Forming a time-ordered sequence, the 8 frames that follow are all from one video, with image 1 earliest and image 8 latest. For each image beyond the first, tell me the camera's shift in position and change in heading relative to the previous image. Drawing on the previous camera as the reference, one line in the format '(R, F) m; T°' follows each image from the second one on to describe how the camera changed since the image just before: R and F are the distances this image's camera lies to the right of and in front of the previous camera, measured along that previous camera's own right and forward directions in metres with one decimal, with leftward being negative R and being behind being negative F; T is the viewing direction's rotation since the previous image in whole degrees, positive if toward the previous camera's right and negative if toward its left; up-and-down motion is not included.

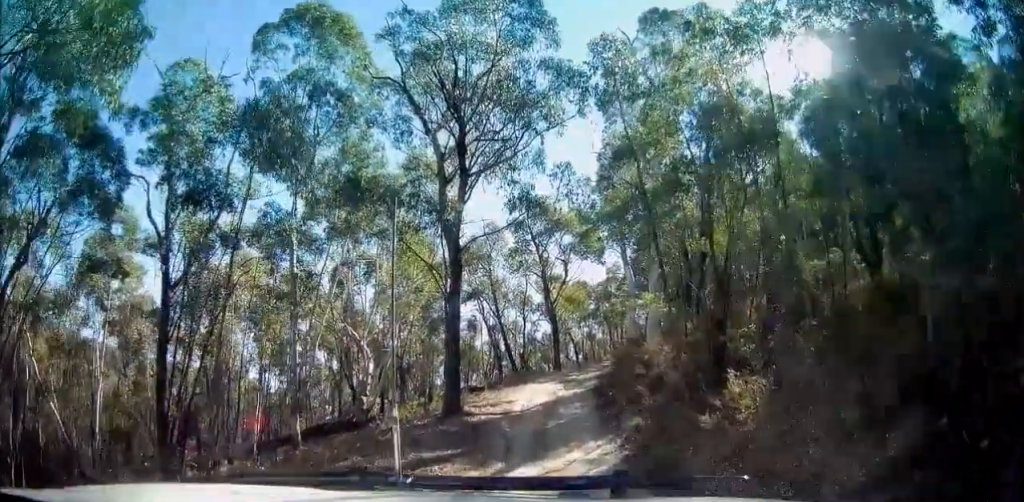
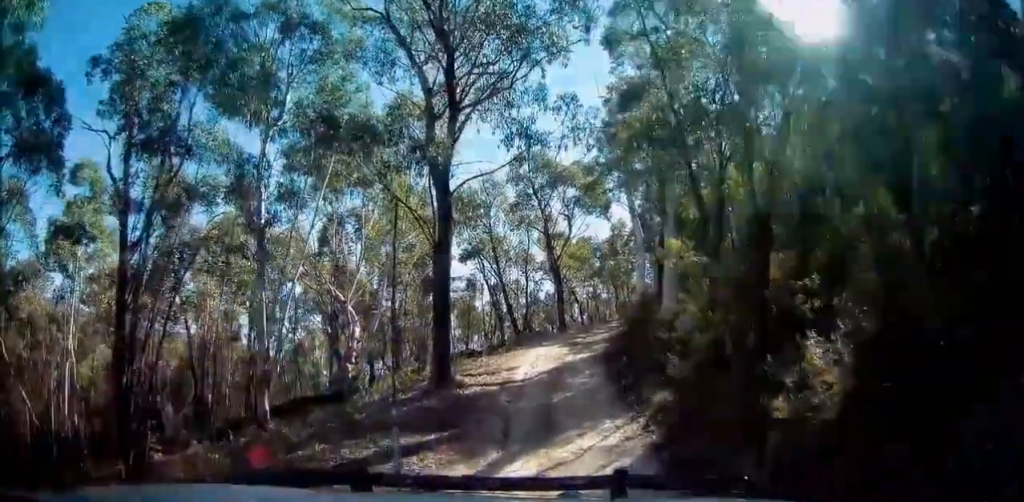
(0.0, +2.3) m; -1°
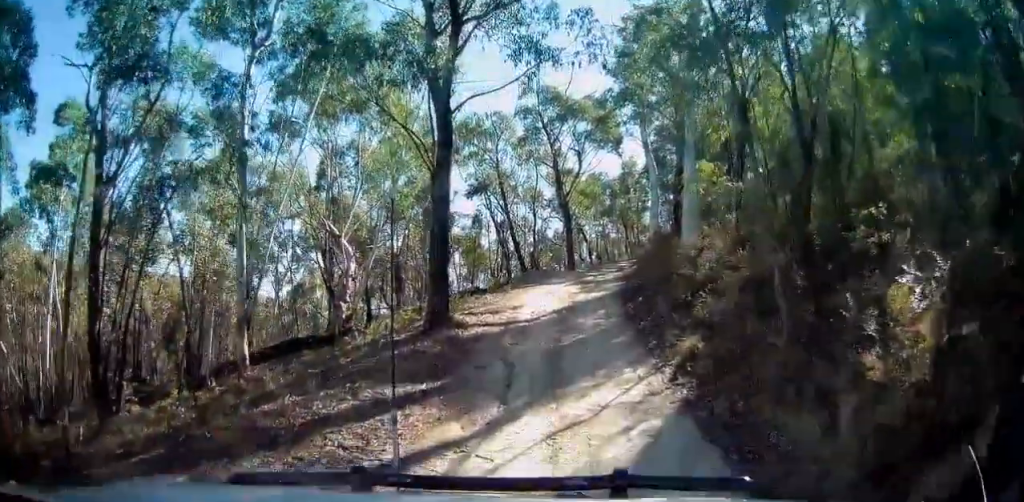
(-0.1, +1.5) m; 0°
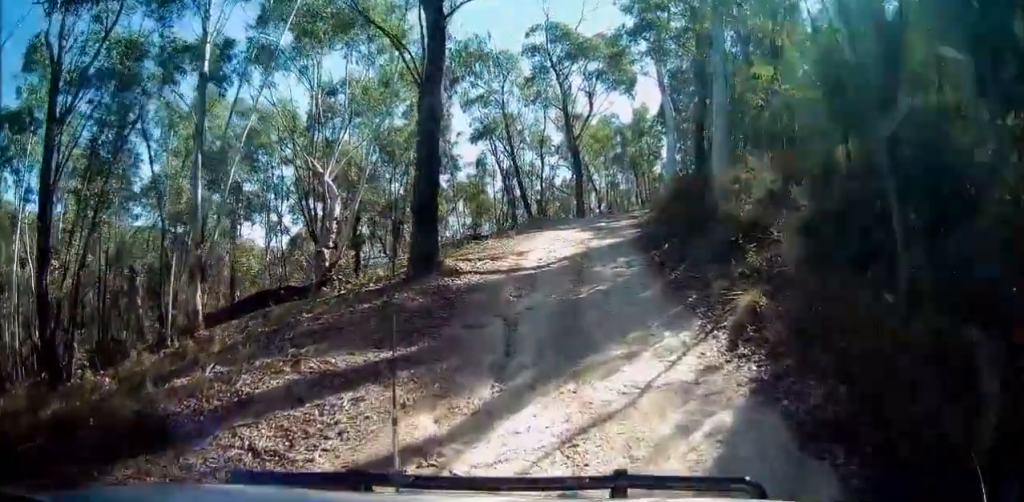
(0.0, +2.1) m; +1°
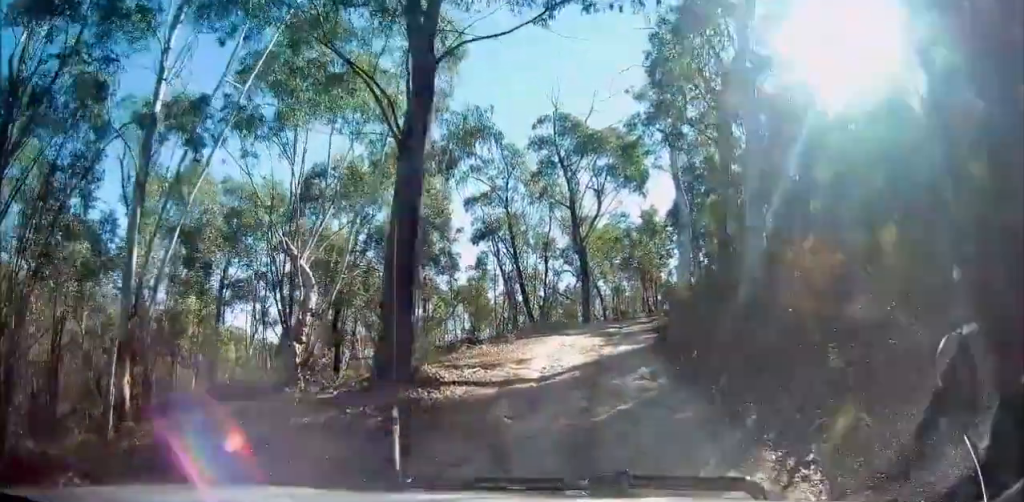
(0.0, +2.2) m; +3°
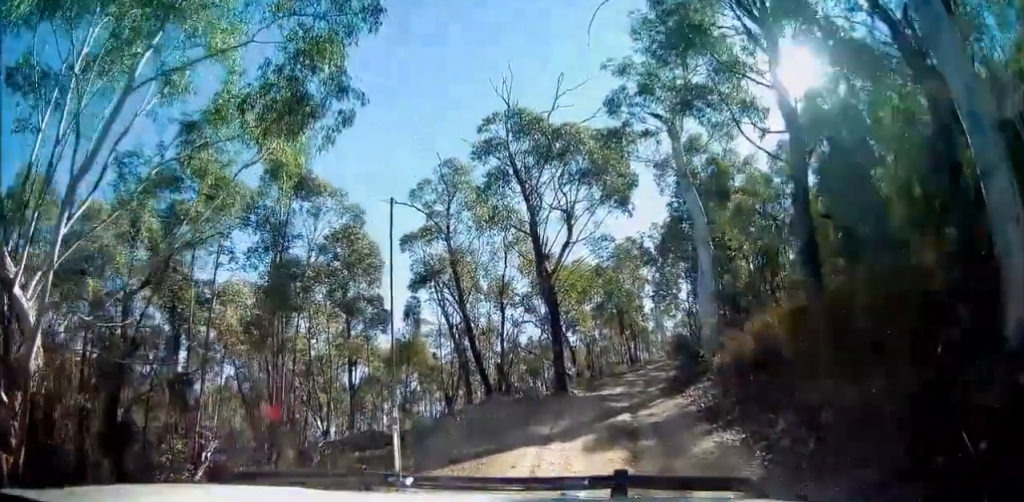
(-0.2, +9.3) m; -9°
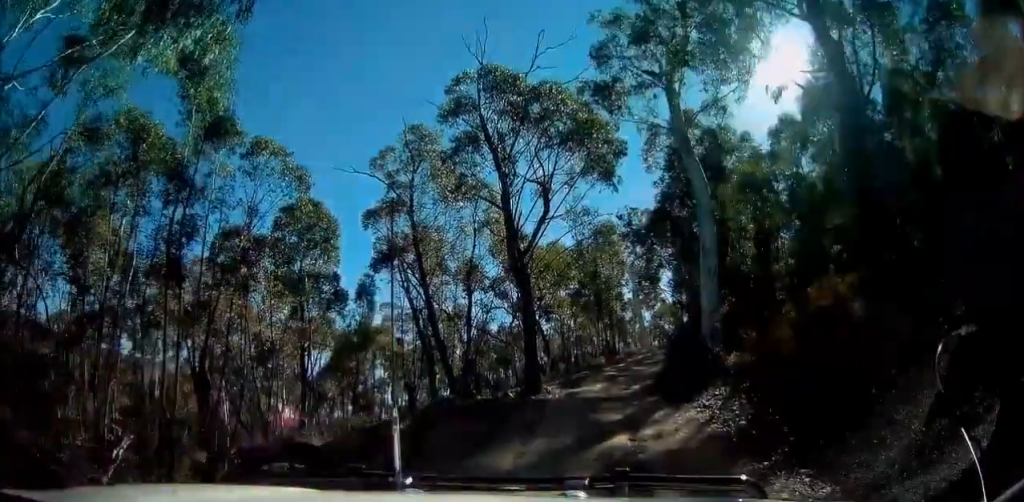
(-0.3, +3.3) m; 0°
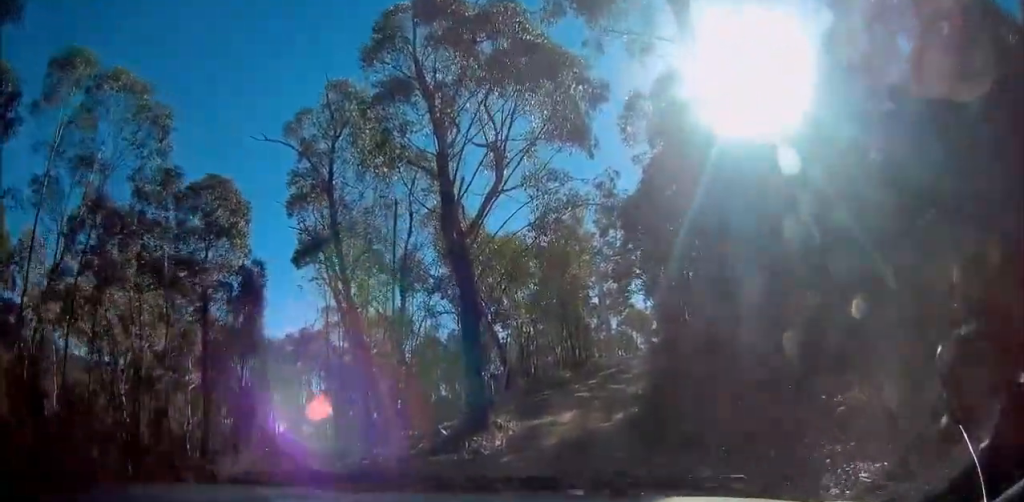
(+0.7, +5.9) m; +6°
